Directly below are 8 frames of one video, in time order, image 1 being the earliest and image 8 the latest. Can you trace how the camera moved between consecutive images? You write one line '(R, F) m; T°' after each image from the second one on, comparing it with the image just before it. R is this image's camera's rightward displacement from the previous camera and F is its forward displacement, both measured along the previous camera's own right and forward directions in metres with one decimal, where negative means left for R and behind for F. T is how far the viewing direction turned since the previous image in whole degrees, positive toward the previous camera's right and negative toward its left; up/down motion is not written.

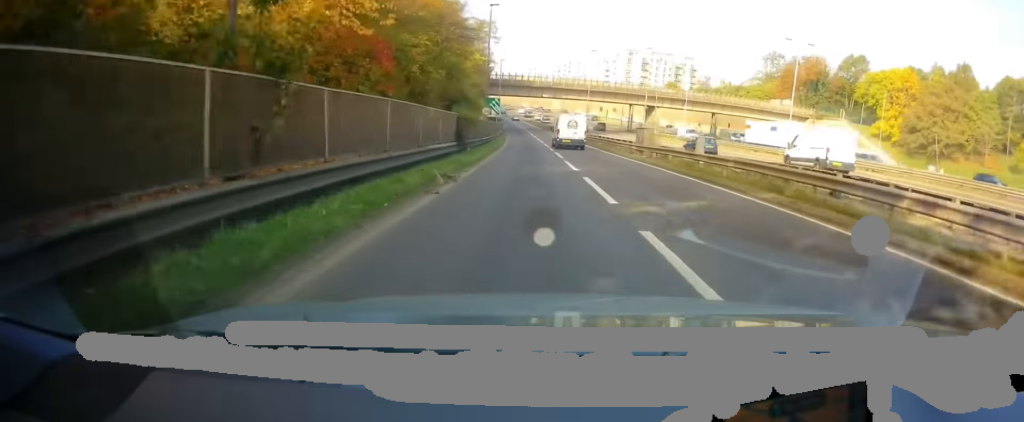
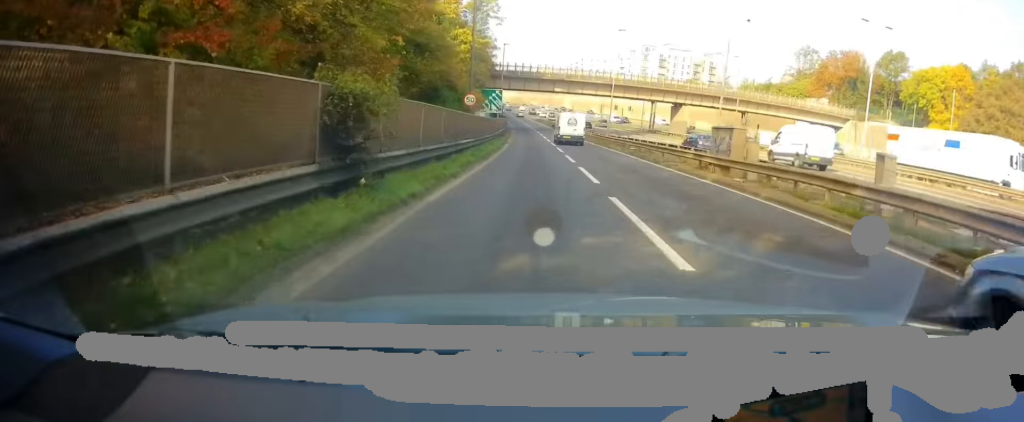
(+0.1, +13.2) m; -1°
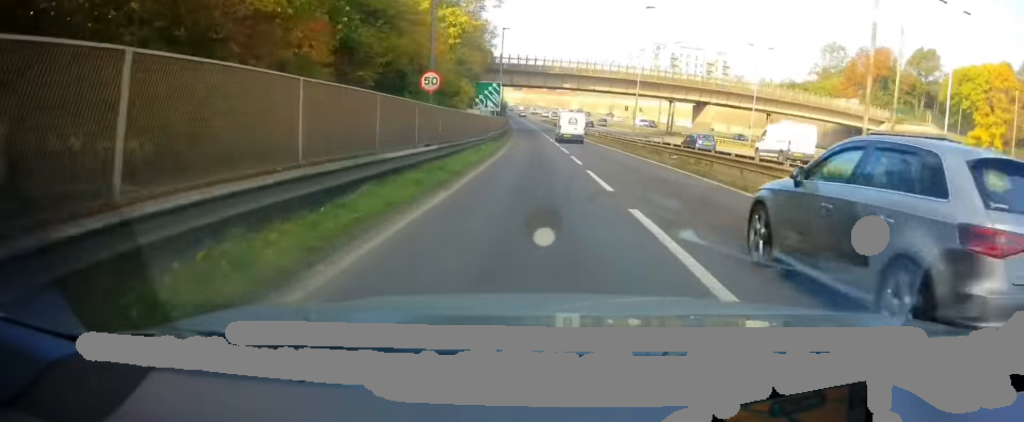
(-0.3, +10.2) m; -1°
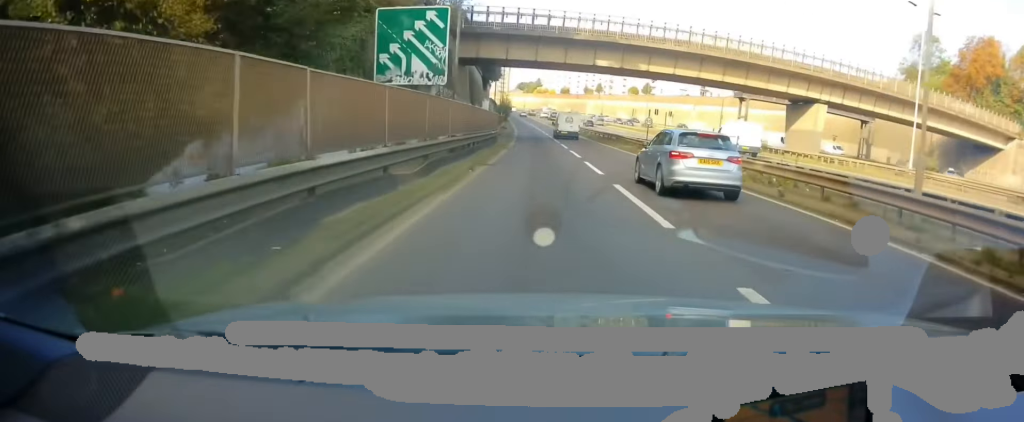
(-0.1, +30.4) m; -1°
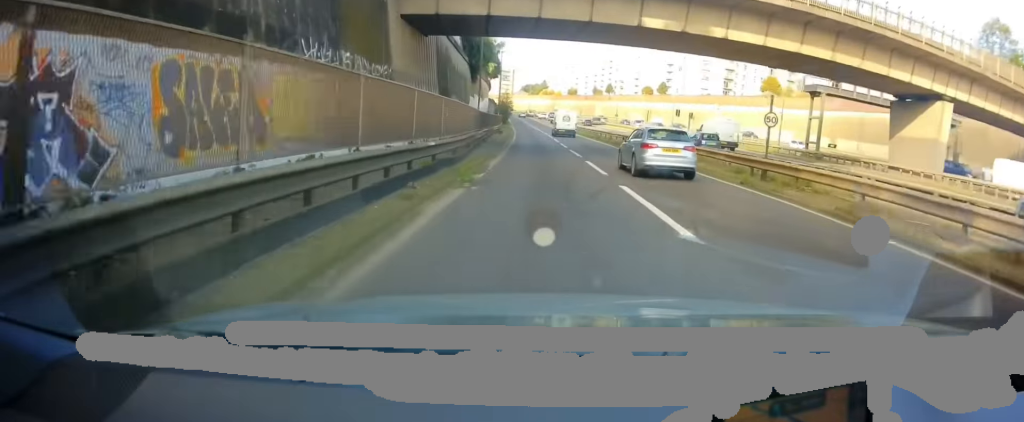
(-0.2, +17.6) m; -1°
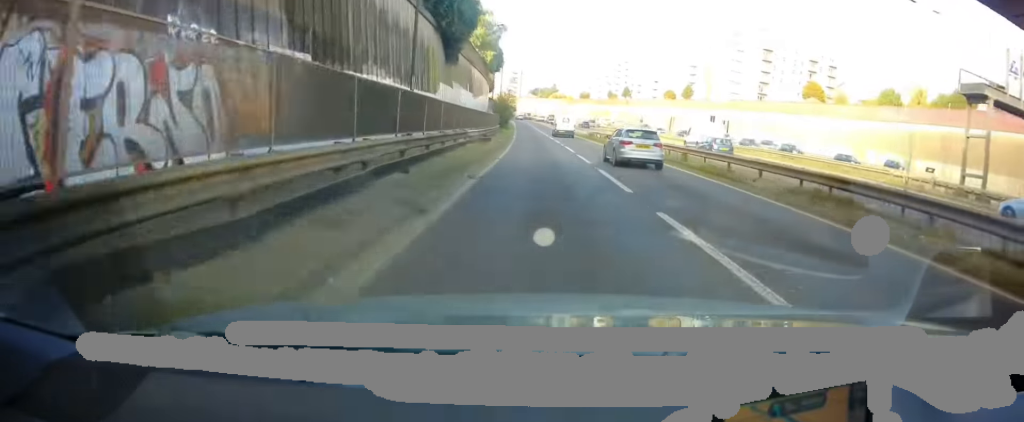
(-0.2, +20.9) m; 0°
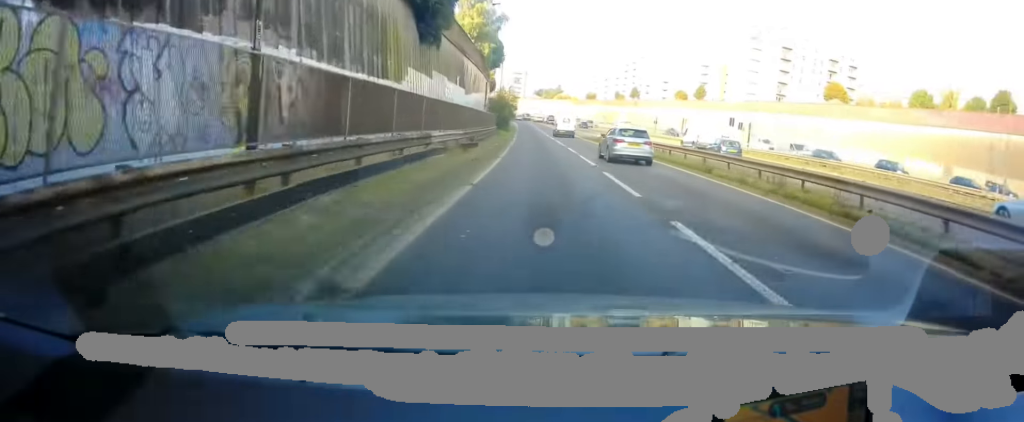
(0.0, +9.4) m; 0°
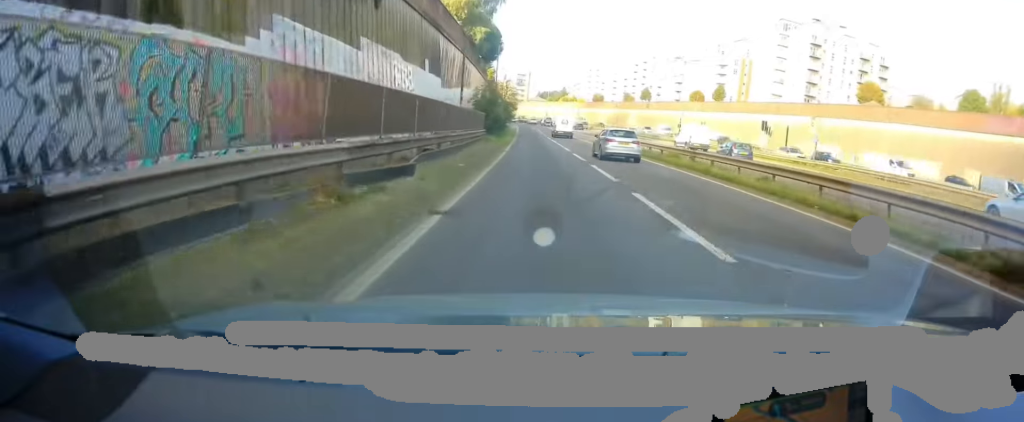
(+0.4, +13.9) m; 0°
